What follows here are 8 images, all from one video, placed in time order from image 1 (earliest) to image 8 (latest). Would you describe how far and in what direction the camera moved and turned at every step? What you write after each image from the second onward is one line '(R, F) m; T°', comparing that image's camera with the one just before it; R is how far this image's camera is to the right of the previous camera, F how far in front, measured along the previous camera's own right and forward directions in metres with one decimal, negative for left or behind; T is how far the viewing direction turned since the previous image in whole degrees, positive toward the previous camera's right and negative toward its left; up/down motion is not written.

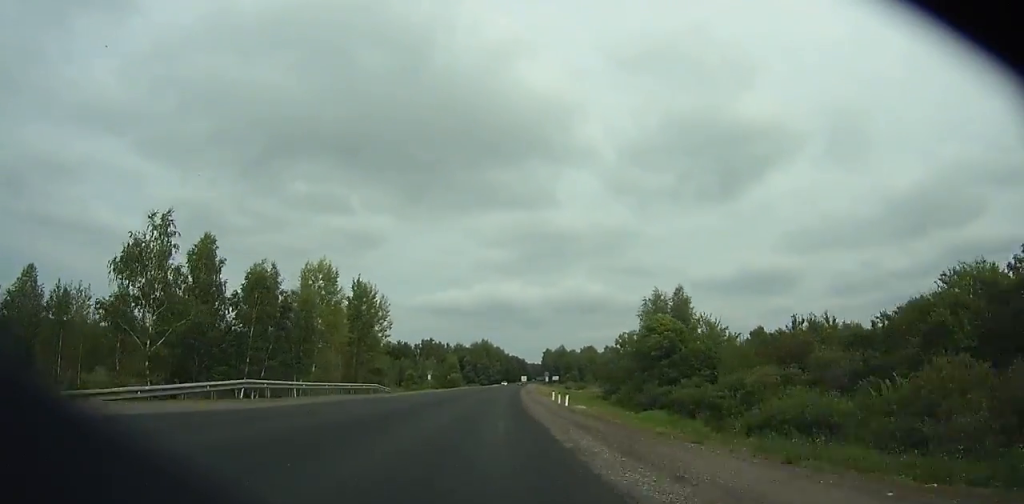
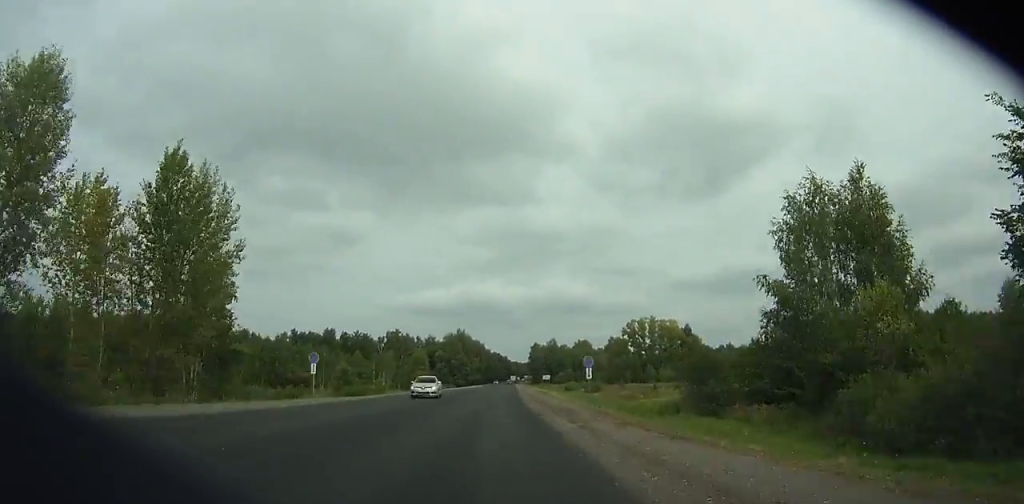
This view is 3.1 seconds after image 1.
(+0.1, +51.5) m; +1°
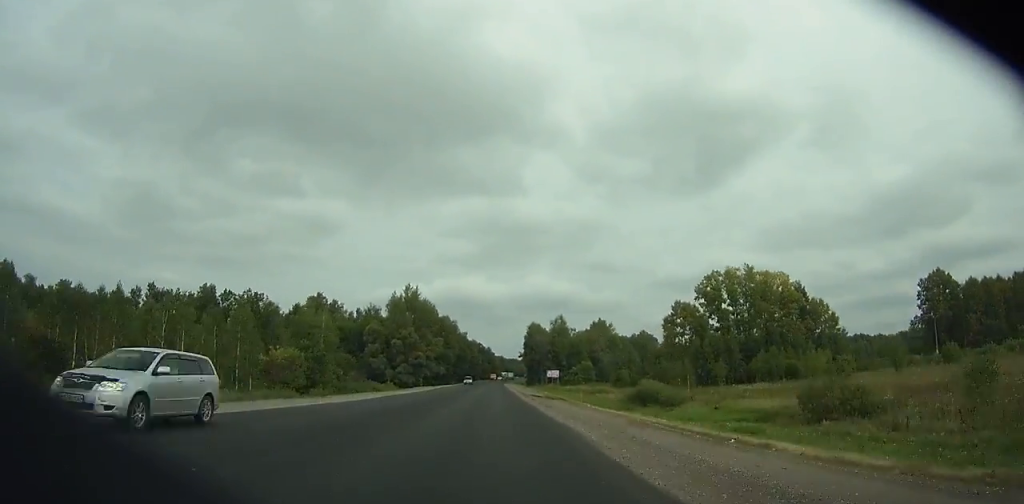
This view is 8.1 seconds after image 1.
(+2.3, +96.9) m; +2°
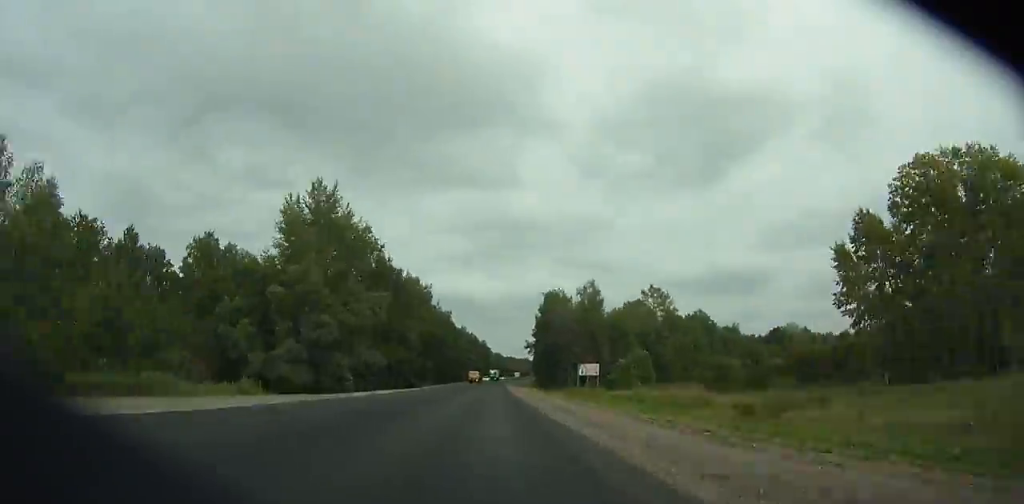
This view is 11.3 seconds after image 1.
(+0.2, +67.9) m; +1°
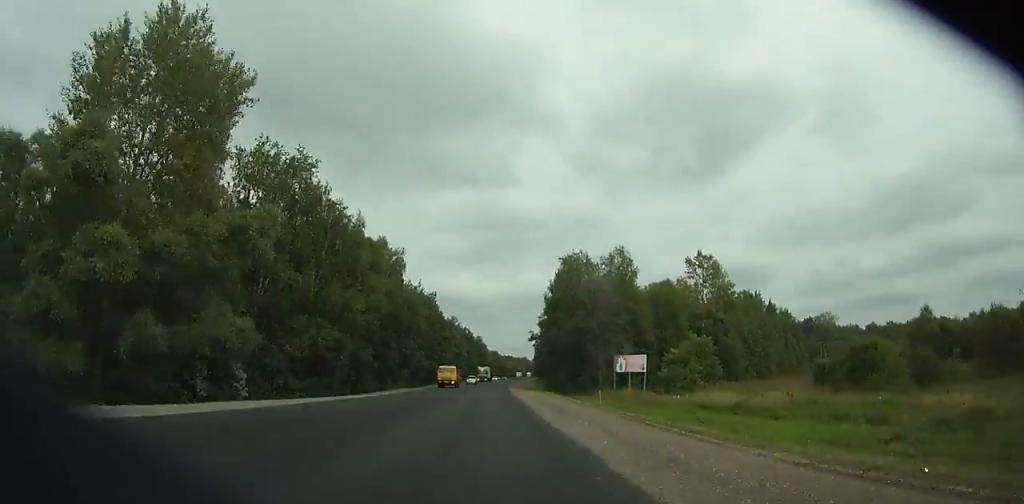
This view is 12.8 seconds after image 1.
(+0.2, +33.2) m; 0°
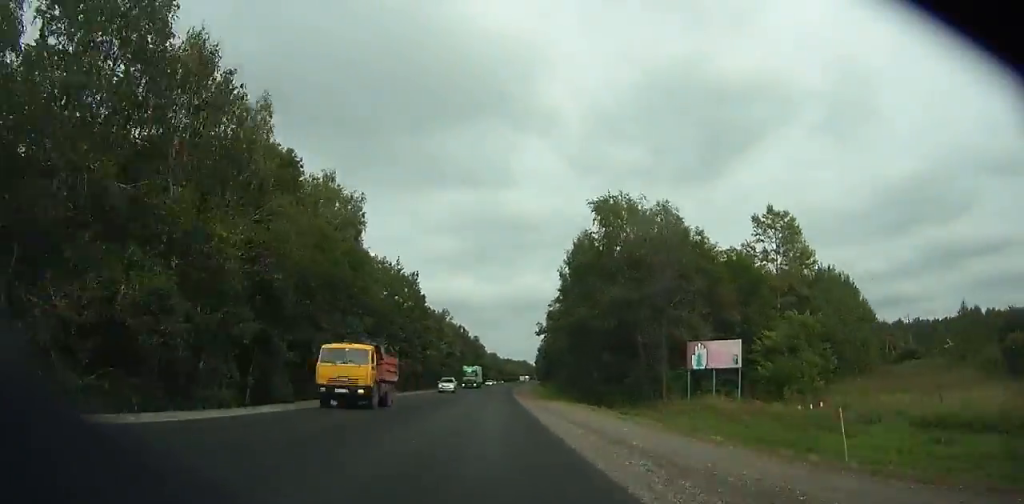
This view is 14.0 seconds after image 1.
(+0.2, +26.9) m; 0°
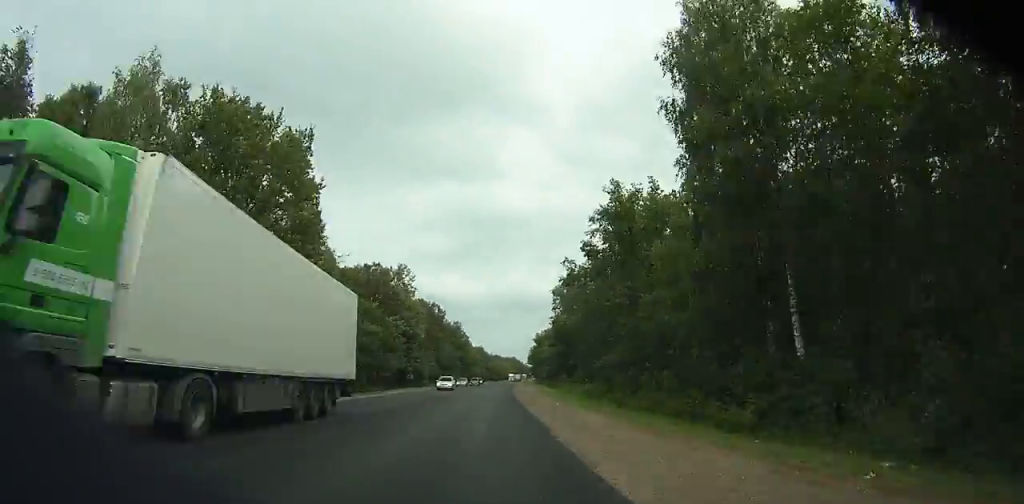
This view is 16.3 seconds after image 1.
(+0.1, +52.7) m; +1°
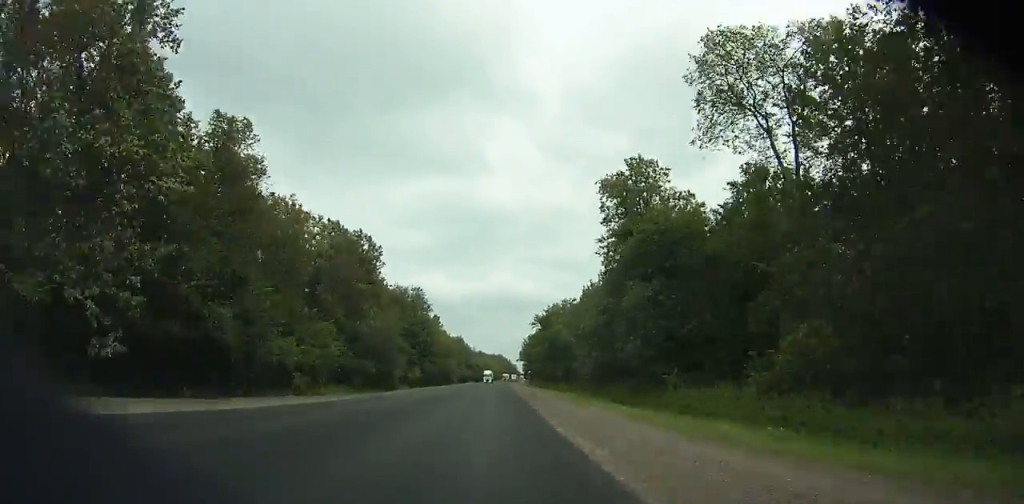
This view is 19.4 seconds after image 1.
(+0.9, +72.6) m; +1°
